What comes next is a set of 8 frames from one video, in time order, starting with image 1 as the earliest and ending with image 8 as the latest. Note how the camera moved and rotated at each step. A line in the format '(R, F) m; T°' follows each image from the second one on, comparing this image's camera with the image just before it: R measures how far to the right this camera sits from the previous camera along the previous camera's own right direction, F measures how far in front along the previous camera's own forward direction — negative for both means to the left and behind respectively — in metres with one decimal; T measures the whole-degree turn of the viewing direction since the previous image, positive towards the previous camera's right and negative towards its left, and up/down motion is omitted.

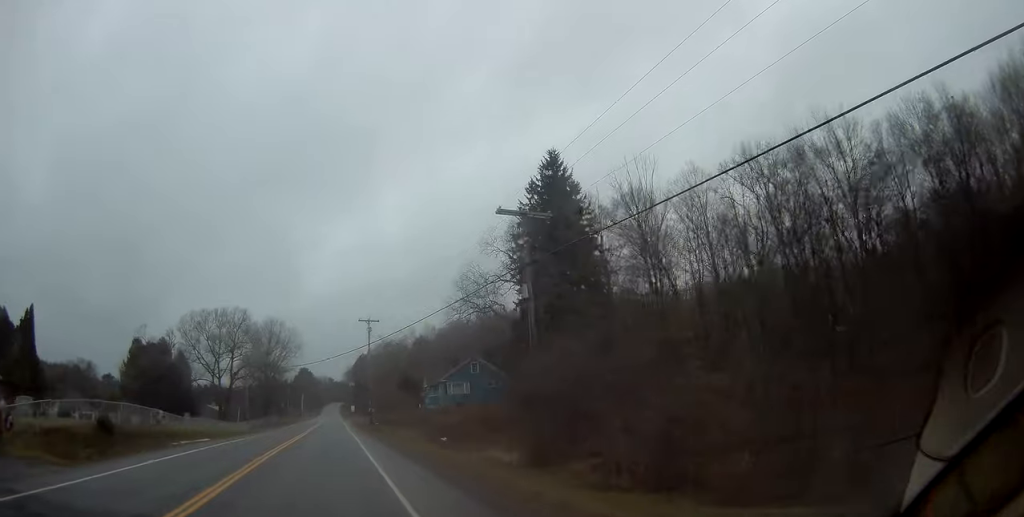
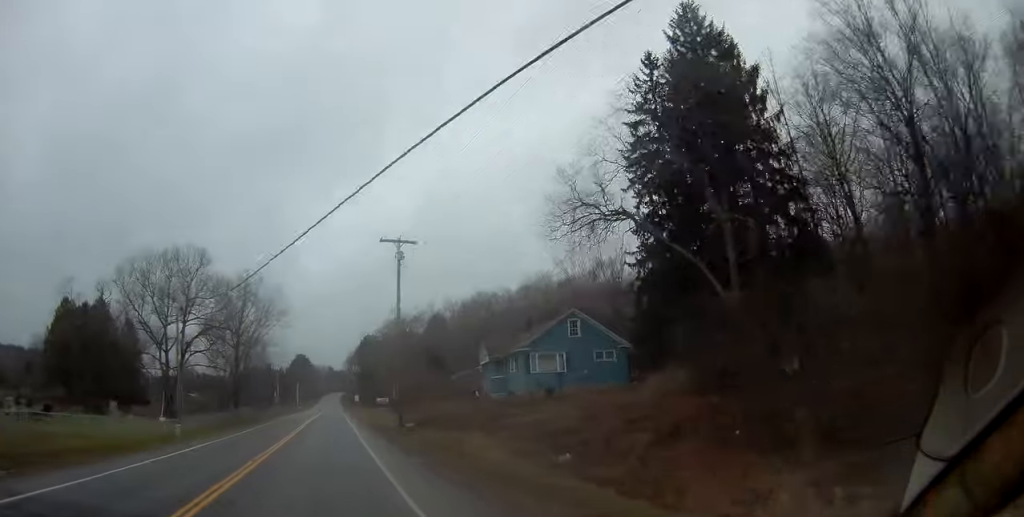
(-0.4, +29.3) m; 0°
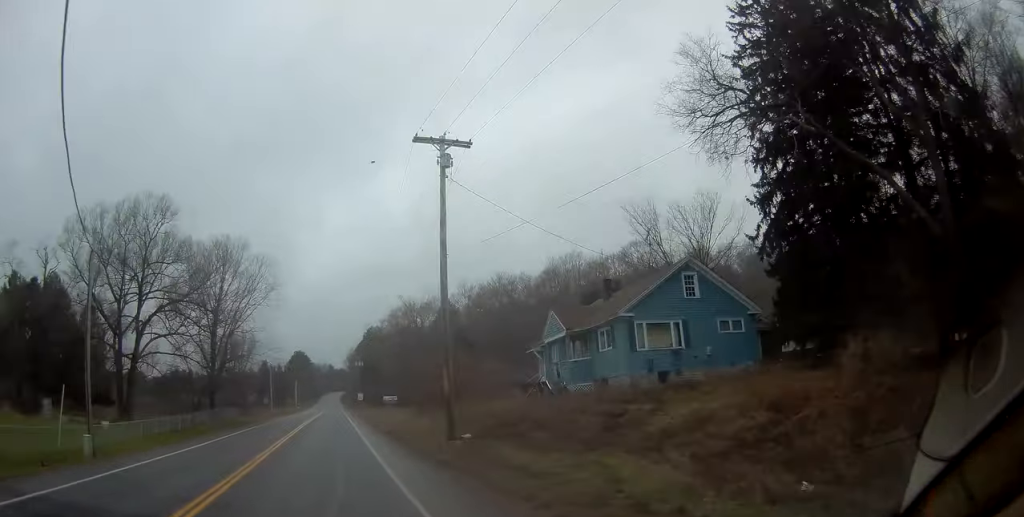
(+0.1, +14.7) m; 0°
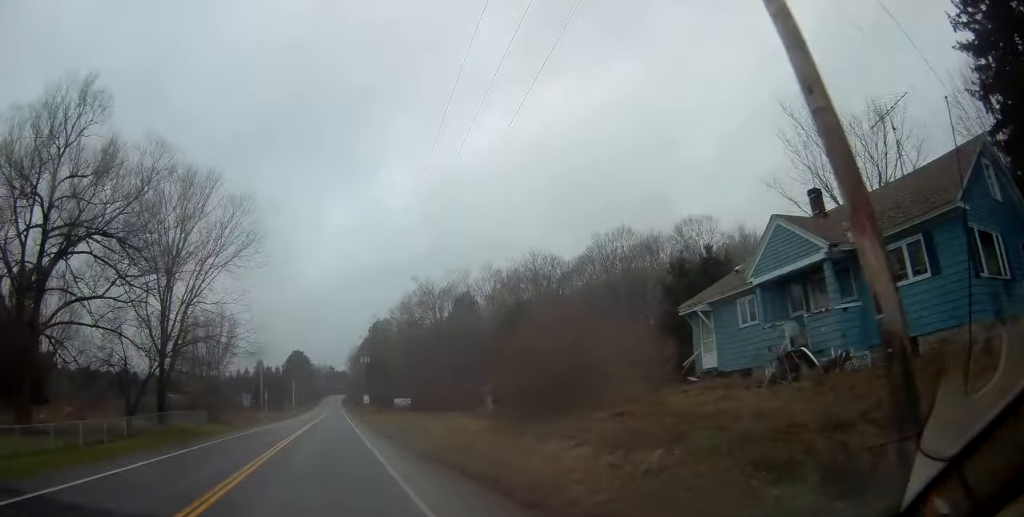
(+0.2, +17.9) m; 0°
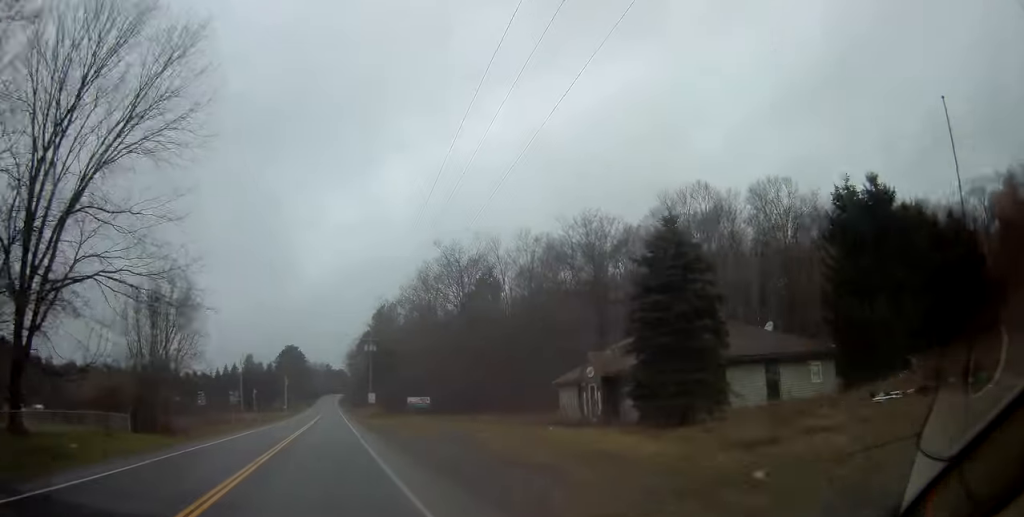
(-0.3, +20.4) m; 0°
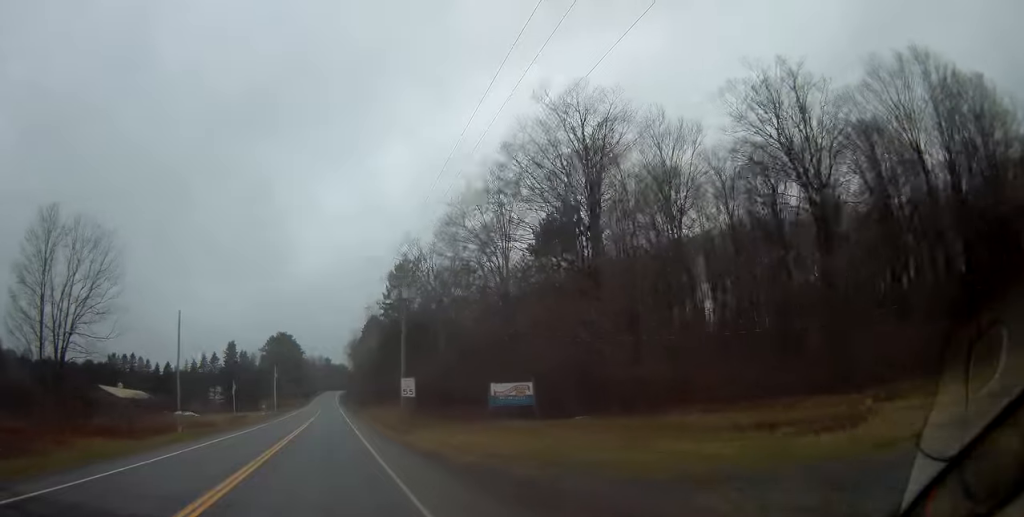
(+0.6, +35.4) m; +1°
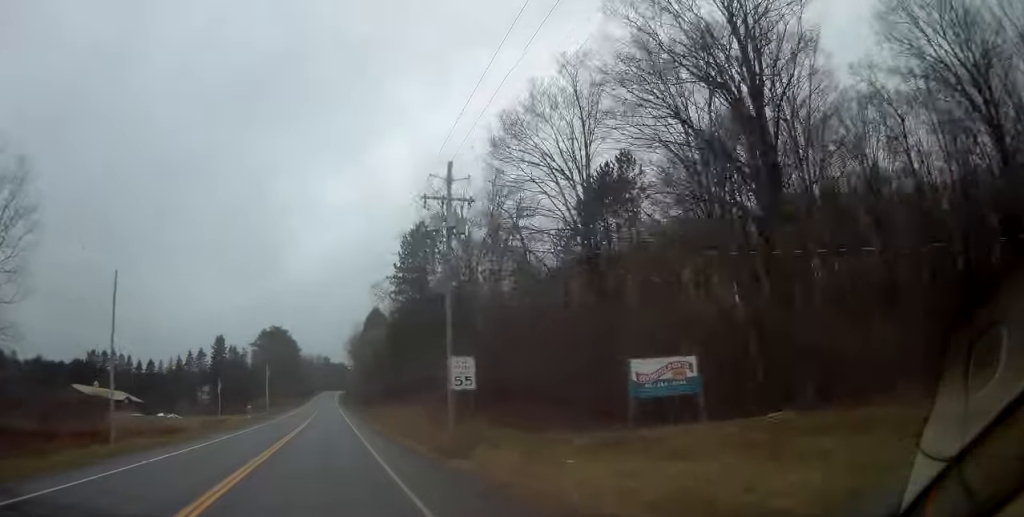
(0.0, +16.0) m; 0°
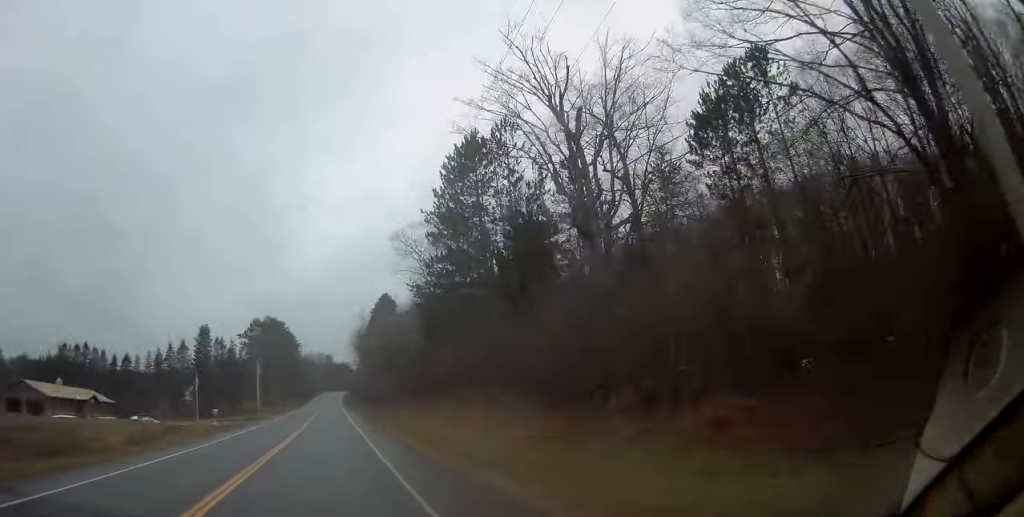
(0.0, +21.6) m; -1°
